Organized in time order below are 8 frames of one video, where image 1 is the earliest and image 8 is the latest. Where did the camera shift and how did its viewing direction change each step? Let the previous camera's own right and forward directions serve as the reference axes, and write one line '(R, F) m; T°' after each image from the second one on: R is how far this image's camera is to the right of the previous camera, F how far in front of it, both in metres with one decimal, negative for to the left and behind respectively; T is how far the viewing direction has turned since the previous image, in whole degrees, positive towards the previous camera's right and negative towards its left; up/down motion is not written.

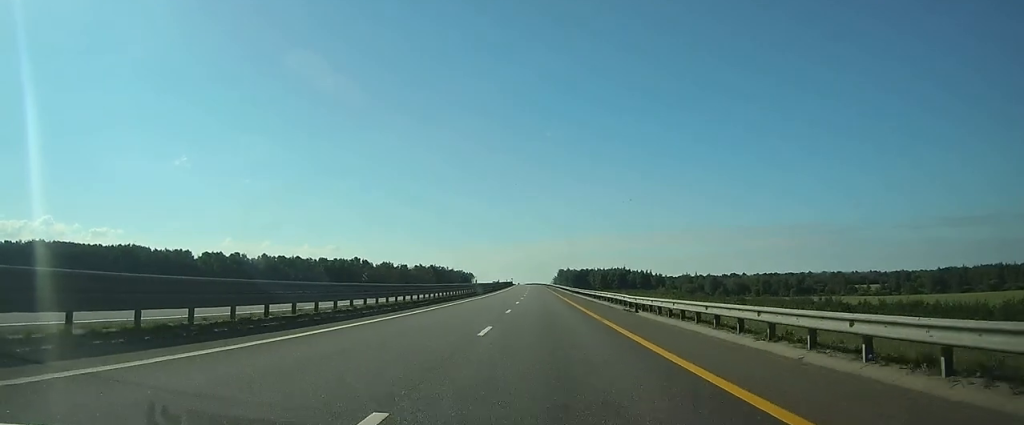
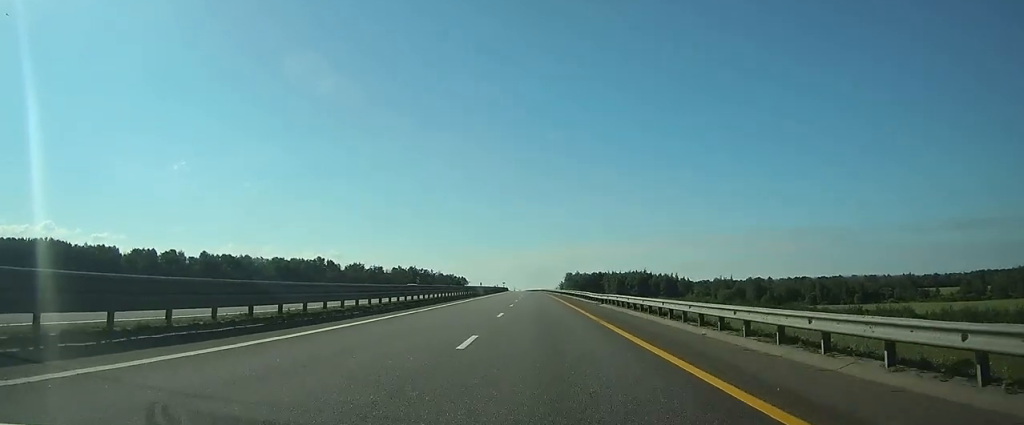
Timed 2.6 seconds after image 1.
(-0.4, +86.6) m; -1°
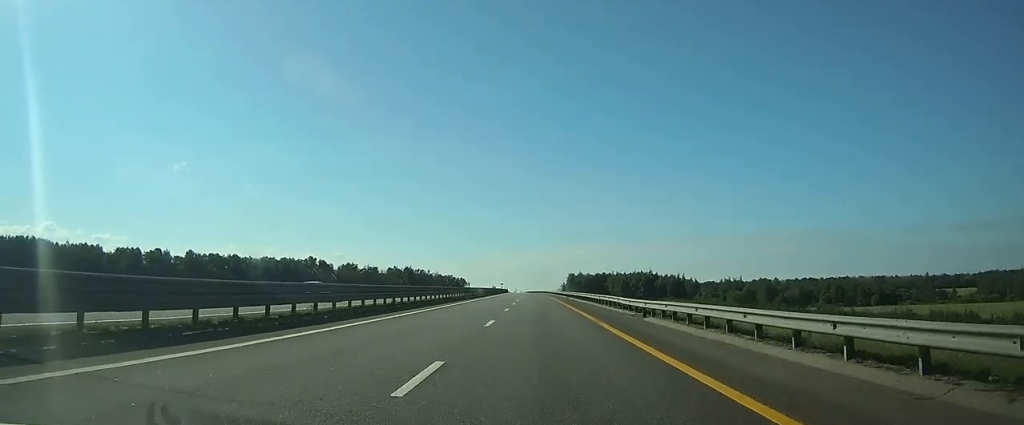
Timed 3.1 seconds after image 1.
(0.0, +16.9) m; 0°
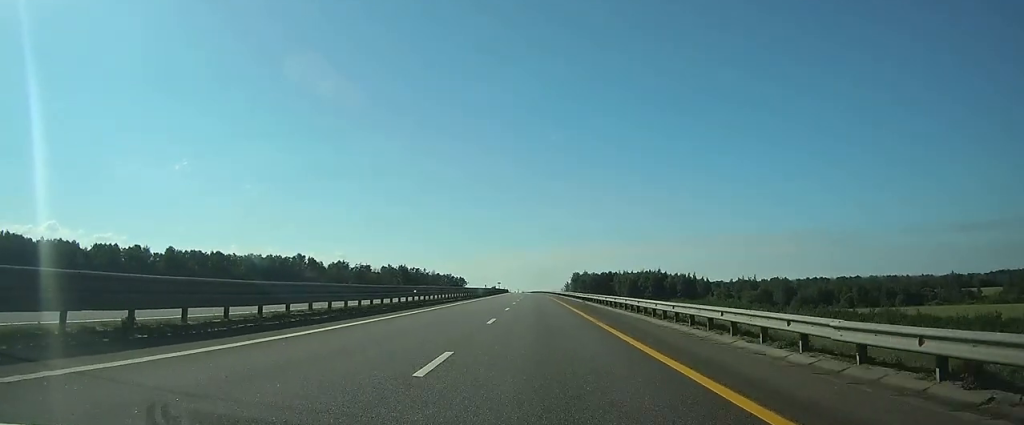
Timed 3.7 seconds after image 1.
(0.0, +22.4) m; 0°
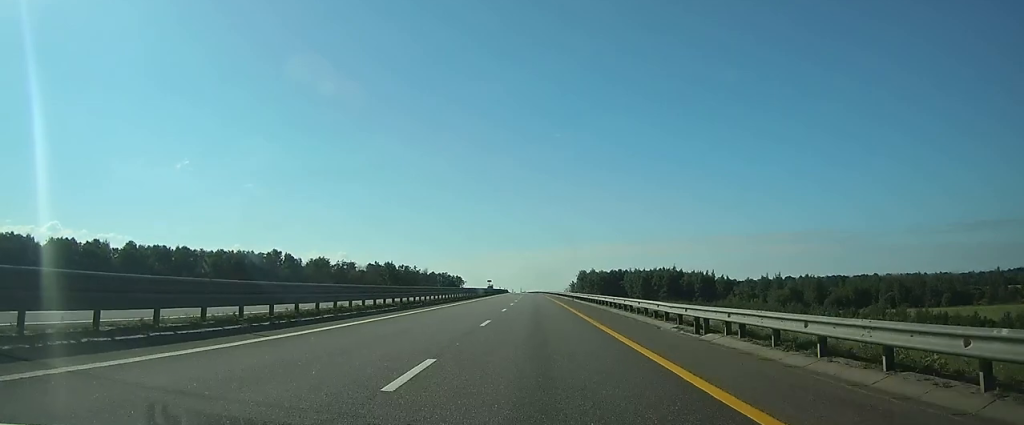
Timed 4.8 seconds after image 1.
(0.0, +37.0) m; 0°
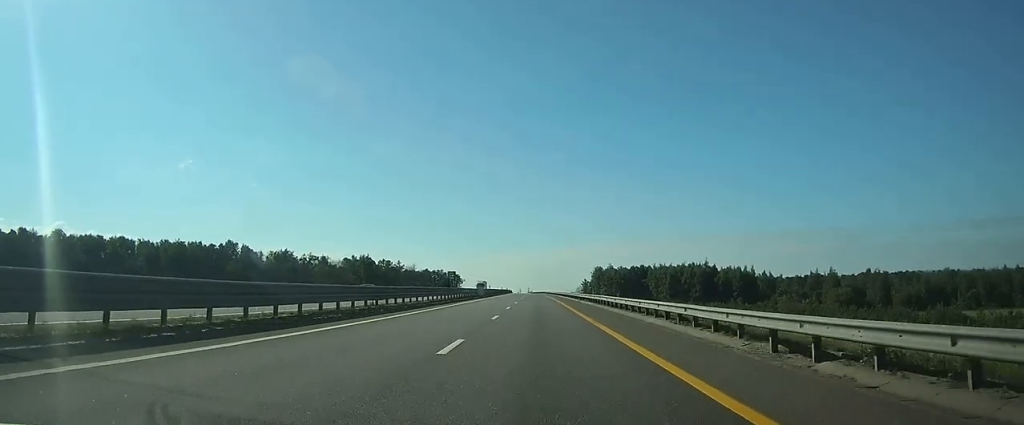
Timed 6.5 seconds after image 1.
(-0.4, +55.7) m; -1°
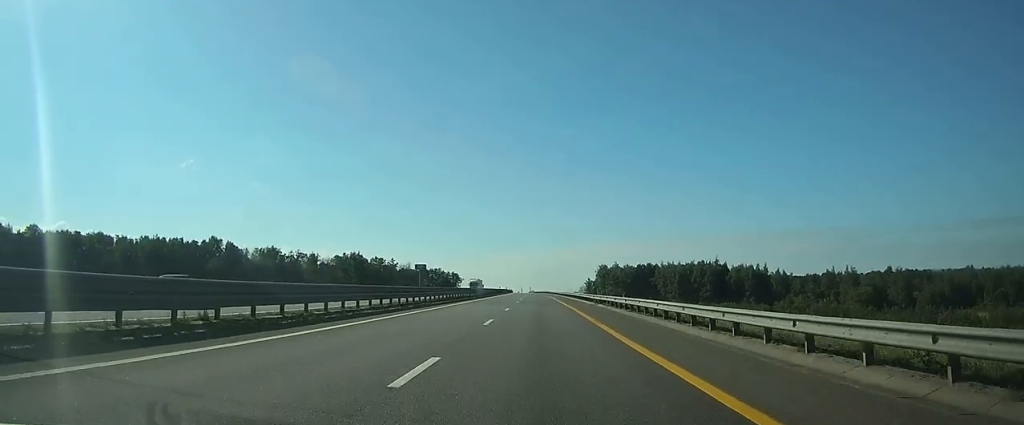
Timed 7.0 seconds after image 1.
(0.0, +15.6) m; 0°
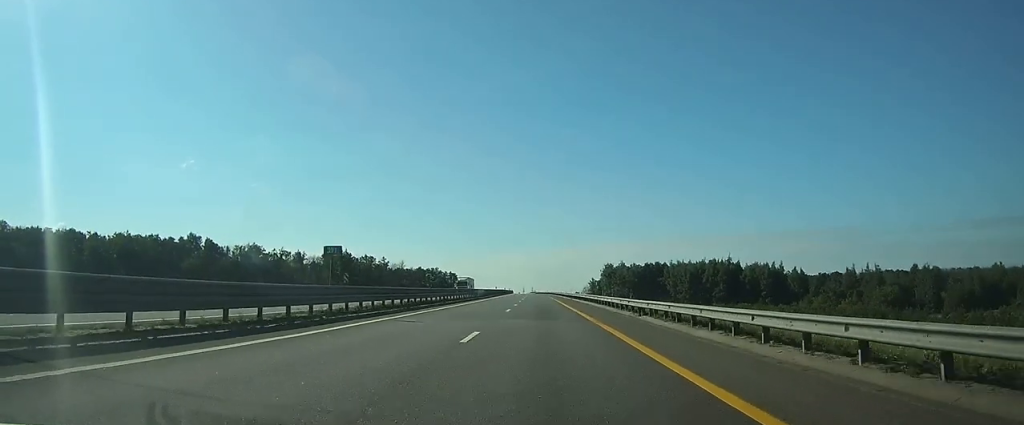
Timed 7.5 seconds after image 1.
(0.0, +17.7) m; 0°
